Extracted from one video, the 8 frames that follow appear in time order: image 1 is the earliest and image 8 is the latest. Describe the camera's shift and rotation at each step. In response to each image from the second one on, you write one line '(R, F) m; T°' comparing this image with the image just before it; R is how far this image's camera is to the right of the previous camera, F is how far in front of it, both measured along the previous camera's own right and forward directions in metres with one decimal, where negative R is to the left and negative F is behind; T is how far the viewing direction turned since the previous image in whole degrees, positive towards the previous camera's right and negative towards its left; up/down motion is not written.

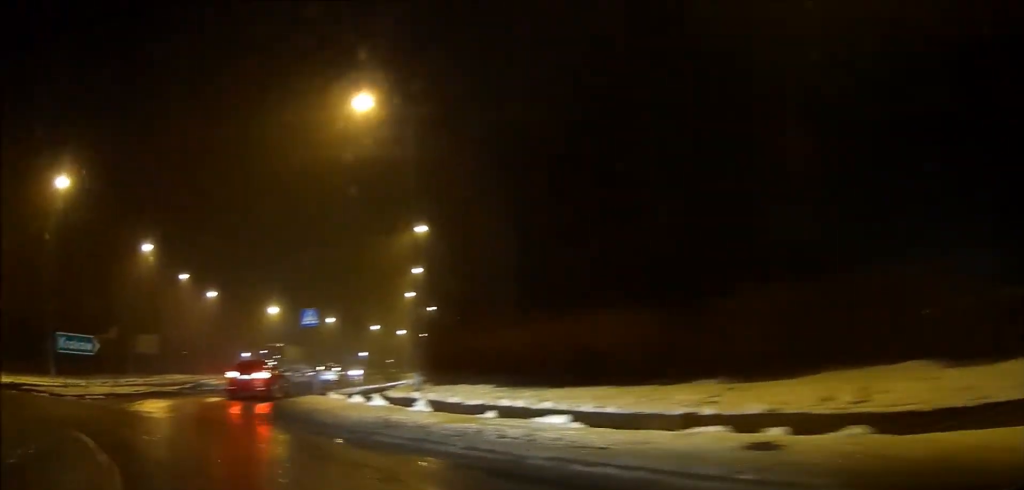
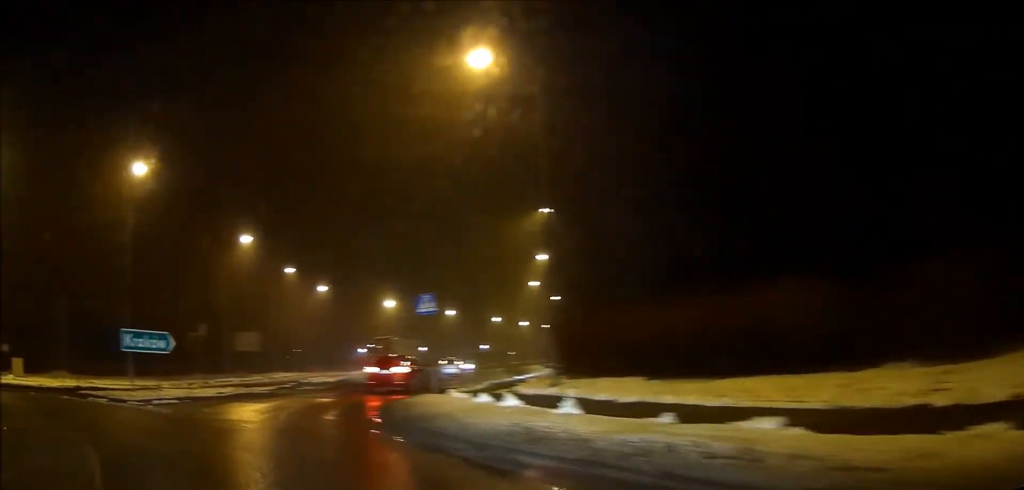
(-0.1, +3.1) m; -9°
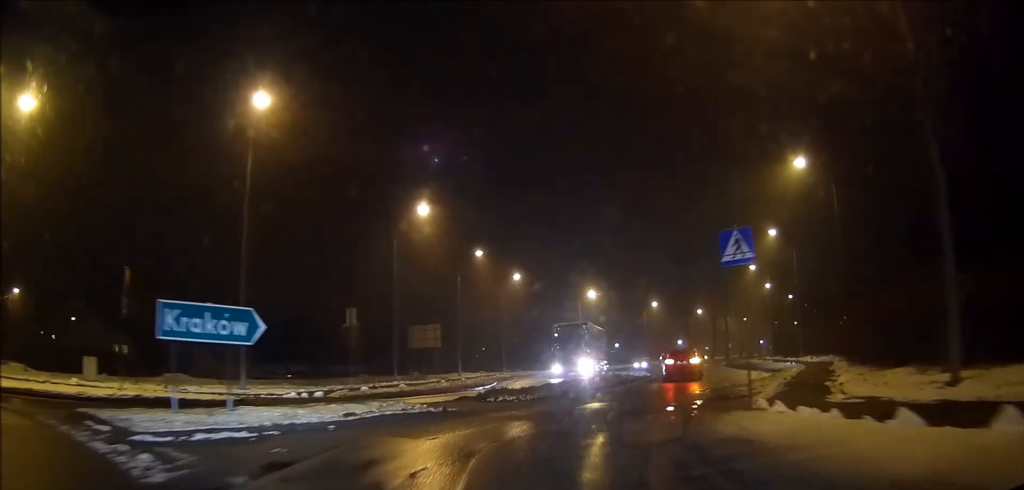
(-2.0, +9.1) m; -16°
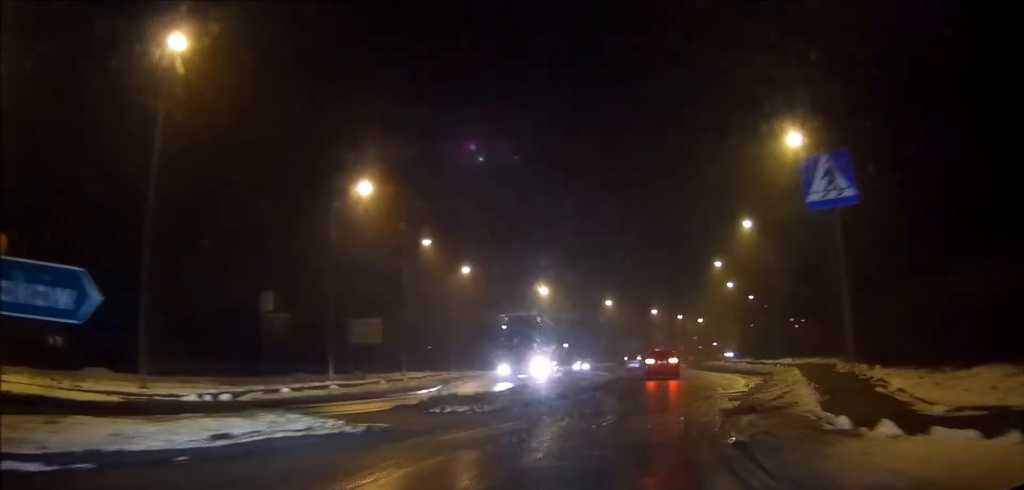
(-0.2, +4.3) m; -2°
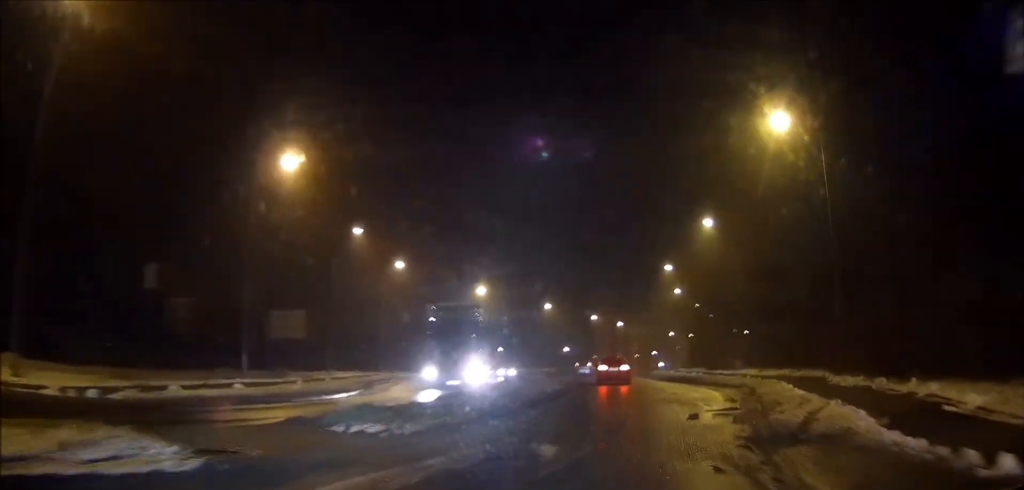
(0.0, +4.0) m; 0°
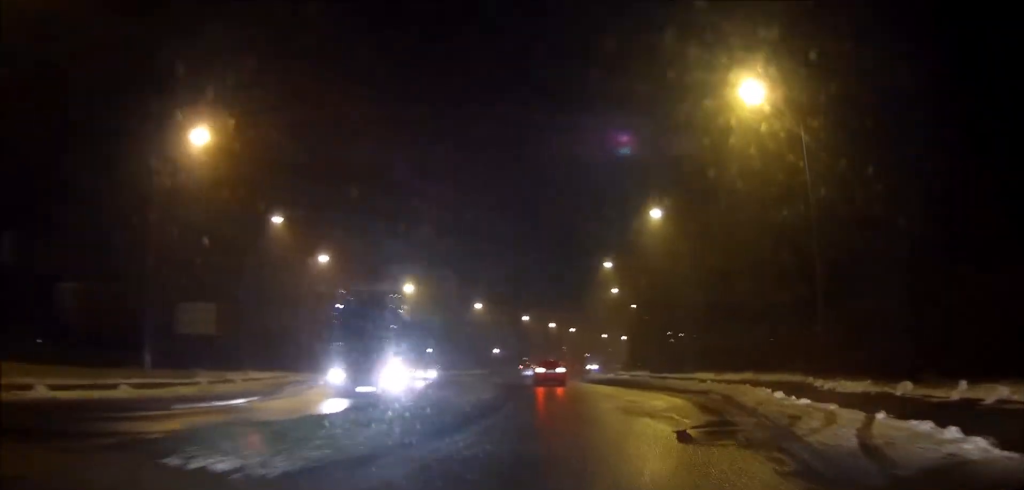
(0.0, +3.5) m; 0°
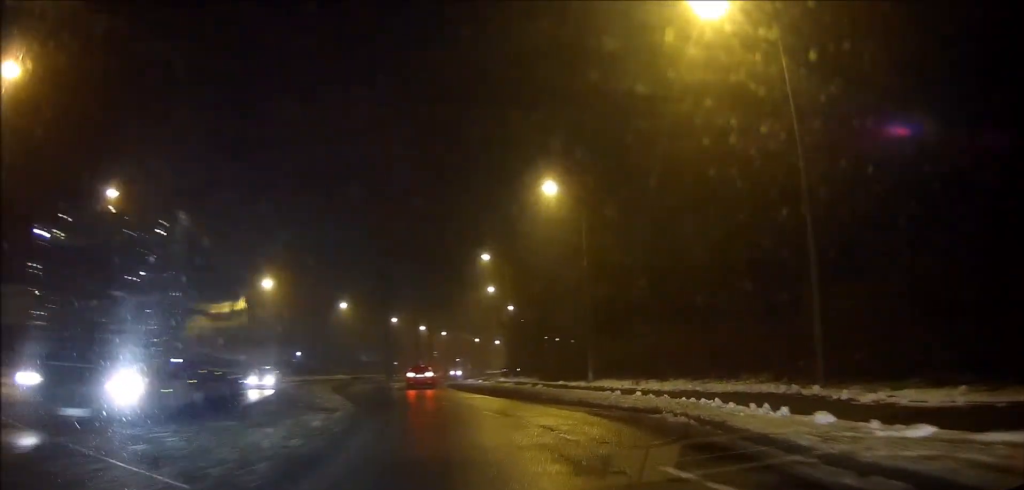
(0.0, +7.3) m; +7°
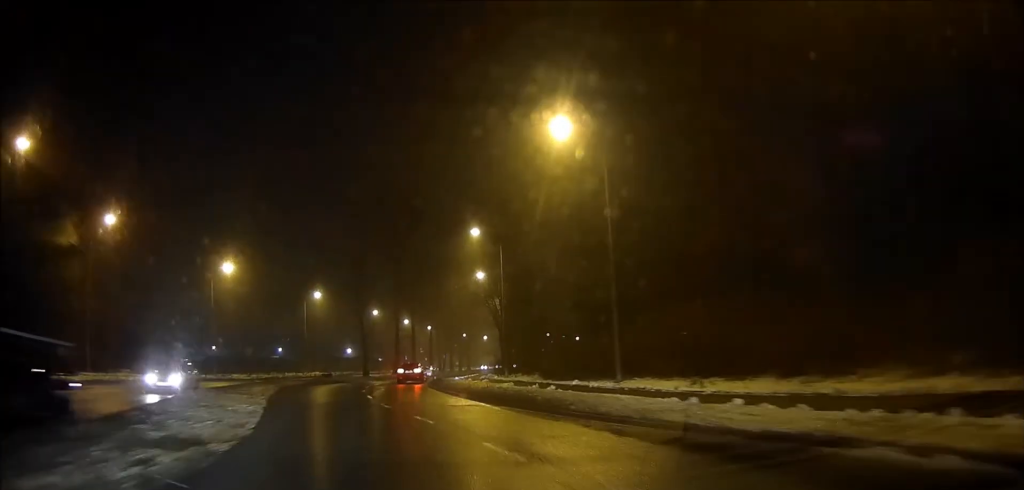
(+0.8, +8.2) m; +9°
